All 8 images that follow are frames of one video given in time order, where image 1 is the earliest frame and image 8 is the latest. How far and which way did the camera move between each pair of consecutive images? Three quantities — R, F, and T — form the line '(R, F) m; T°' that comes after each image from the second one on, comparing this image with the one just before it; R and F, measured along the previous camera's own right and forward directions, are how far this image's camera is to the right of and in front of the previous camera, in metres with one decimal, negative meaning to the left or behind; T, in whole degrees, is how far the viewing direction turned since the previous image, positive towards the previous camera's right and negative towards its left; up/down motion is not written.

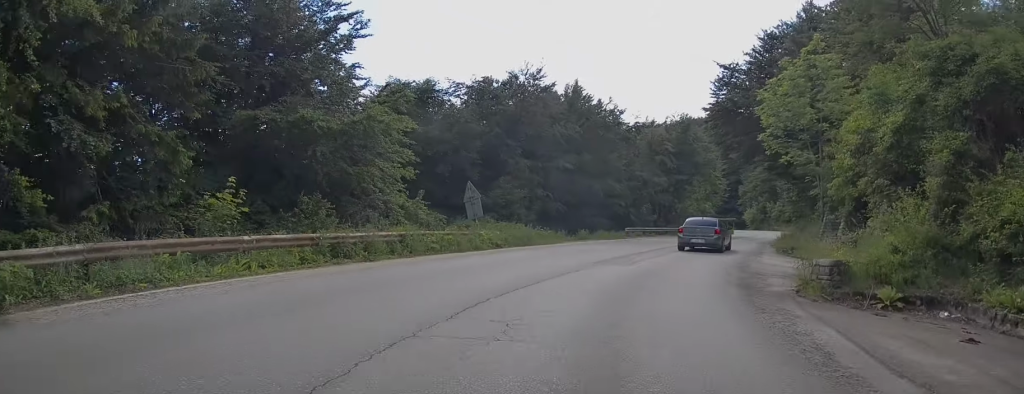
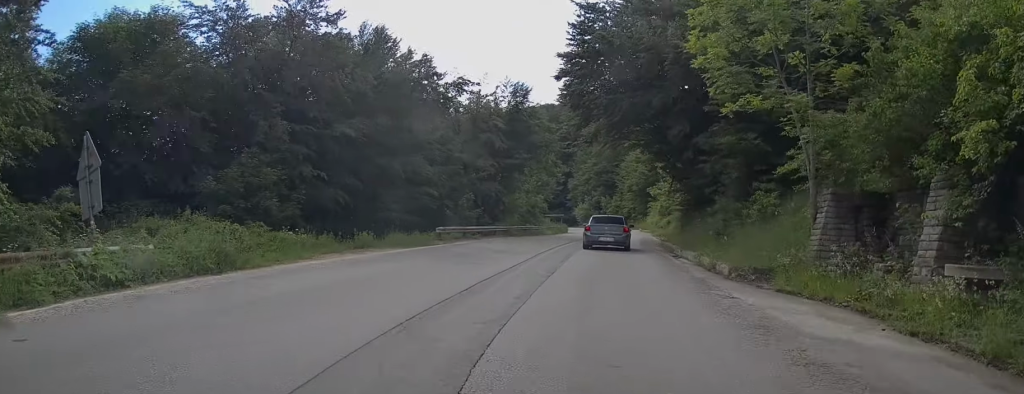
(+2.5, +13.0) m; +15°
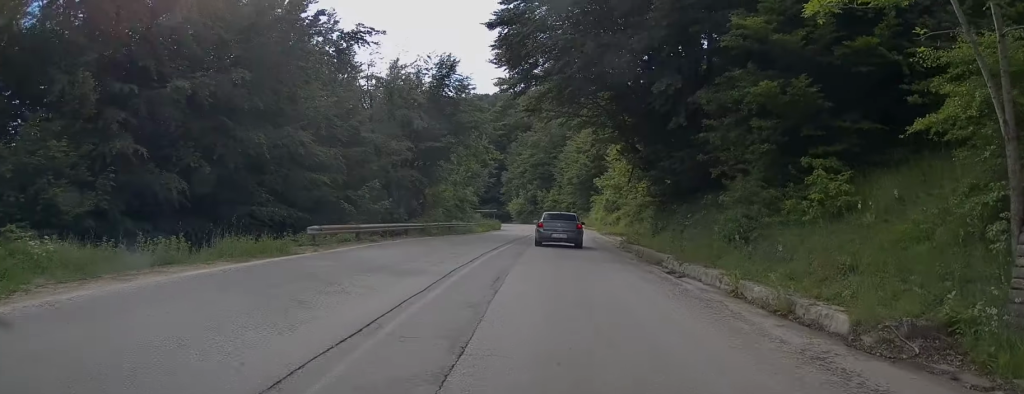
(+0.1, +8.1) m; +6°
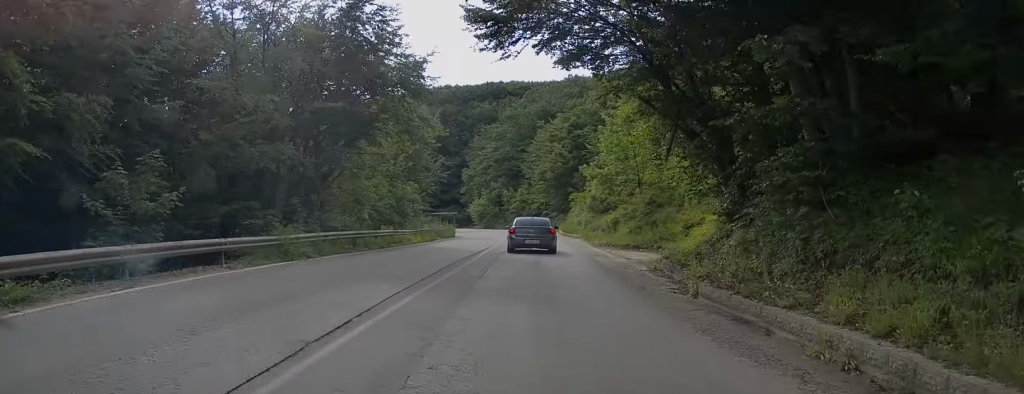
(+1.2, +15.7) m; +4°
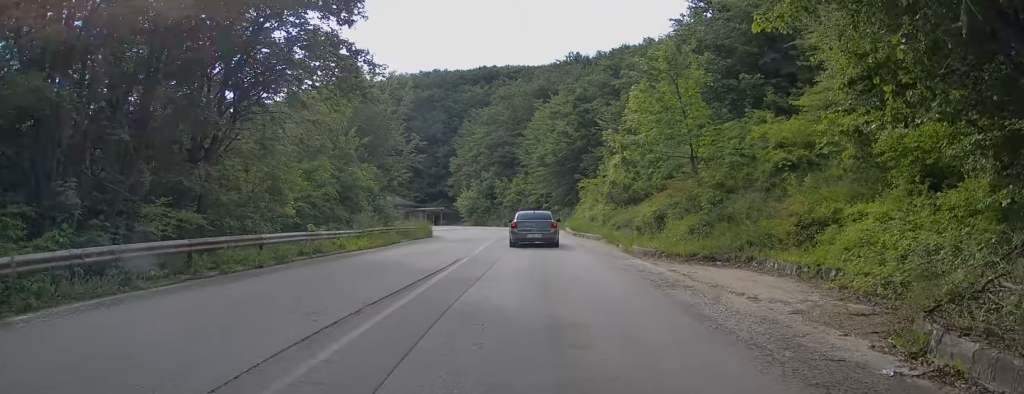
(-0.1, +12.9) m; +1°
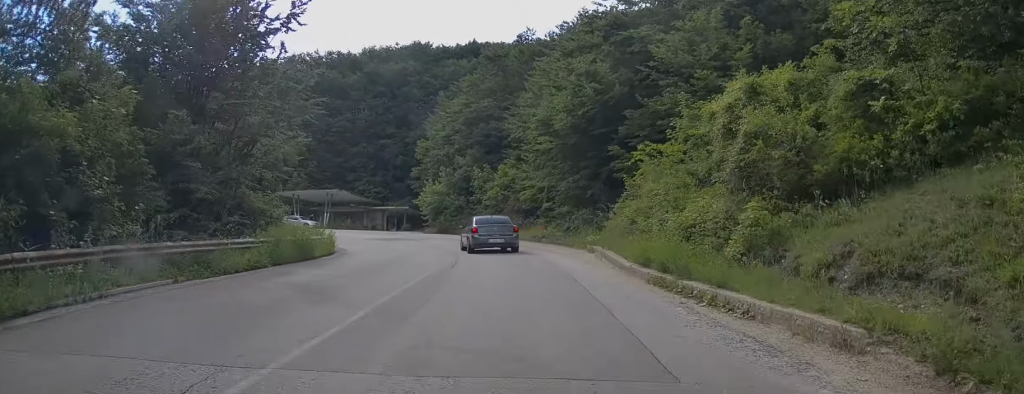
(0.0, +24.1) m; -2°
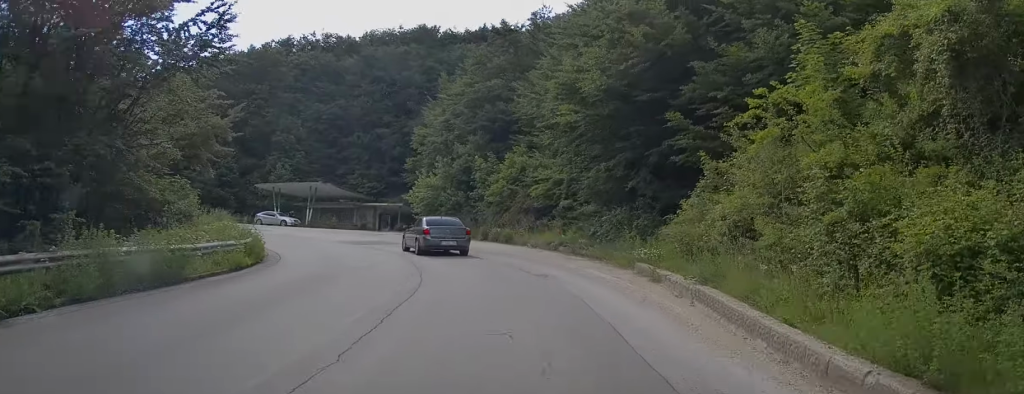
(-0.2, +9.2) m; -2°
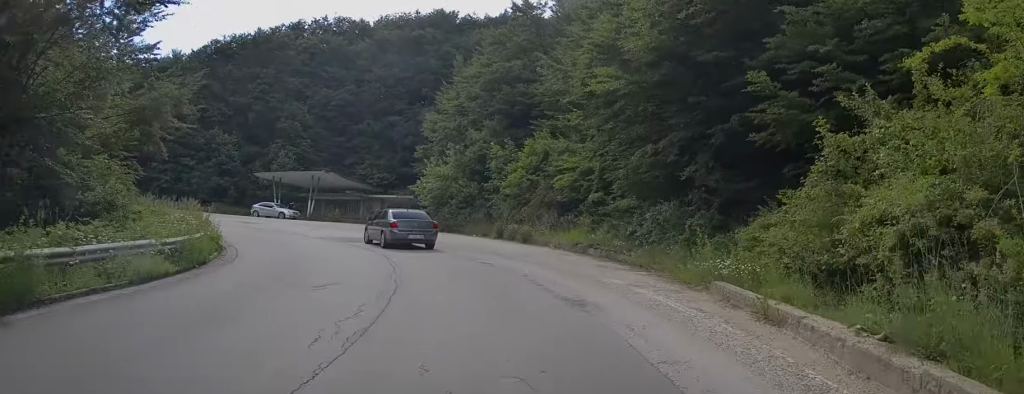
(+0.1, +5.2) m; -3°
